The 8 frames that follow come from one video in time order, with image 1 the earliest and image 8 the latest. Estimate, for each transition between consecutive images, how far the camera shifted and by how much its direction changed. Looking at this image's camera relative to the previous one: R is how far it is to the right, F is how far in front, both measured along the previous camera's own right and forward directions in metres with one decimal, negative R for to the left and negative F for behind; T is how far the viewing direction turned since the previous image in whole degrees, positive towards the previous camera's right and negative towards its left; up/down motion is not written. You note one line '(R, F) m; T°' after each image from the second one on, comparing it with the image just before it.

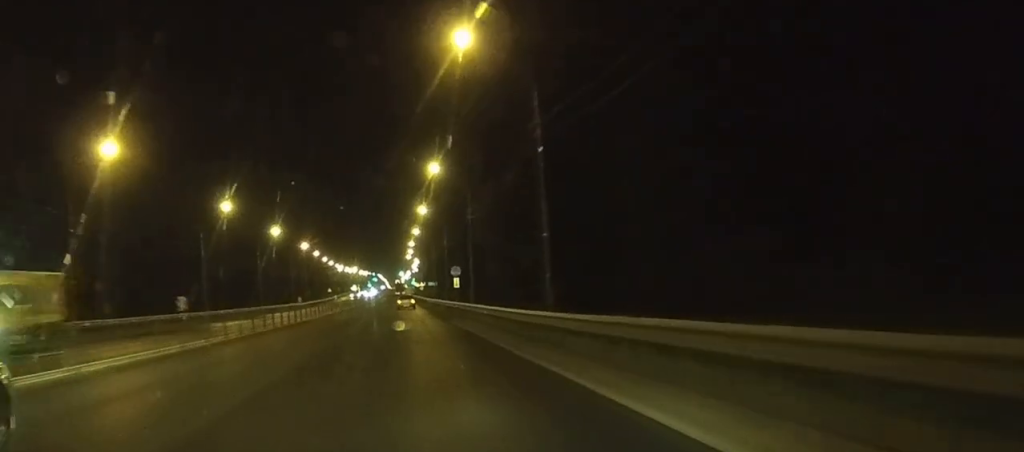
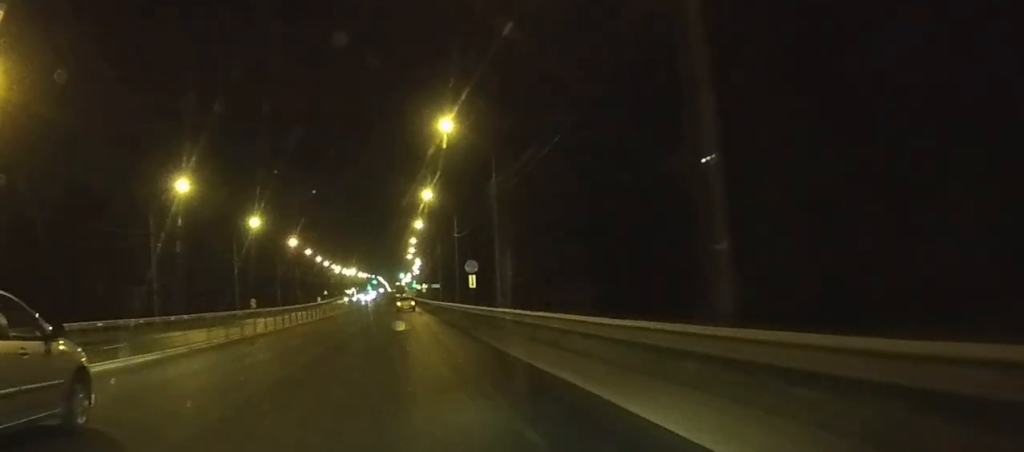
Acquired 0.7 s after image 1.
(0.0, +17.5) m; 0°
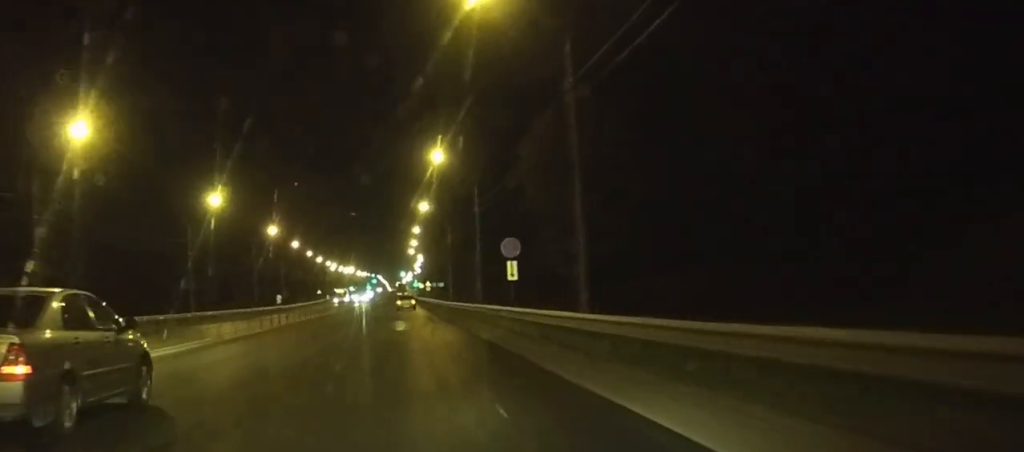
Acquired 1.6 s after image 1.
(0.0, +22.6) m; 0°
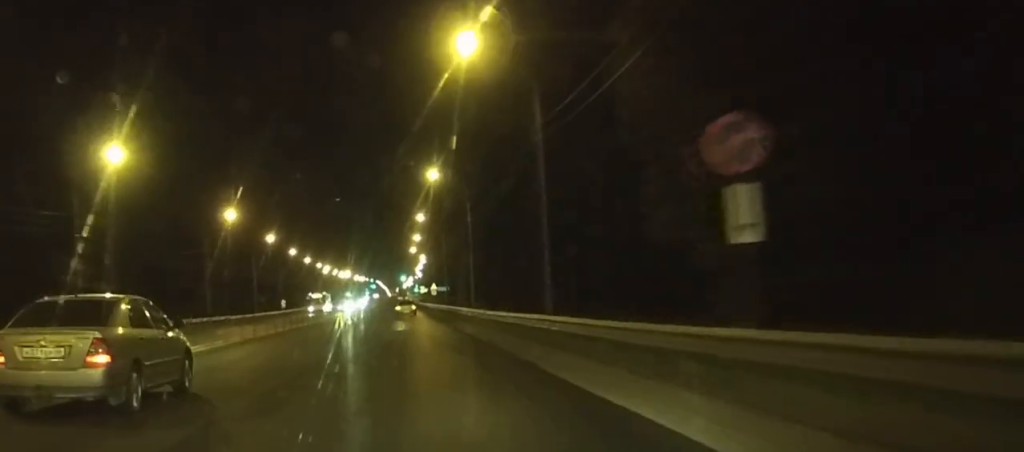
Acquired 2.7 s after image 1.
(-0.2, +28.4) m; 0°
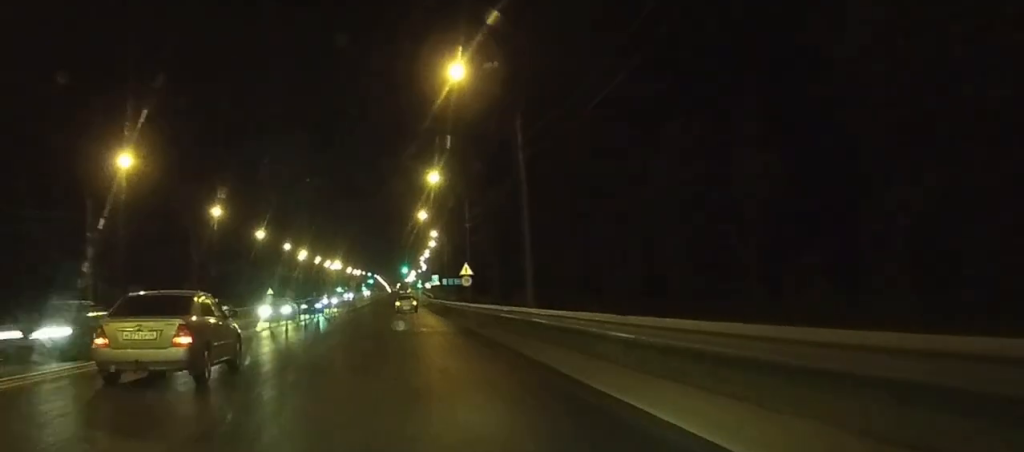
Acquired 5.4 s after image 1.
(-0.2, +64.7) m; 0°
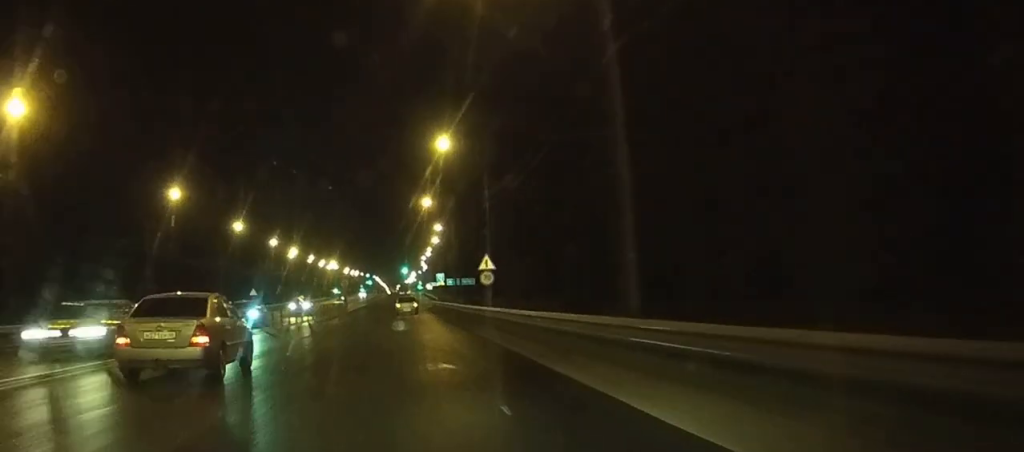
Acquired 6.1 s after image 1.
(0.0, +16.7) m; 0°
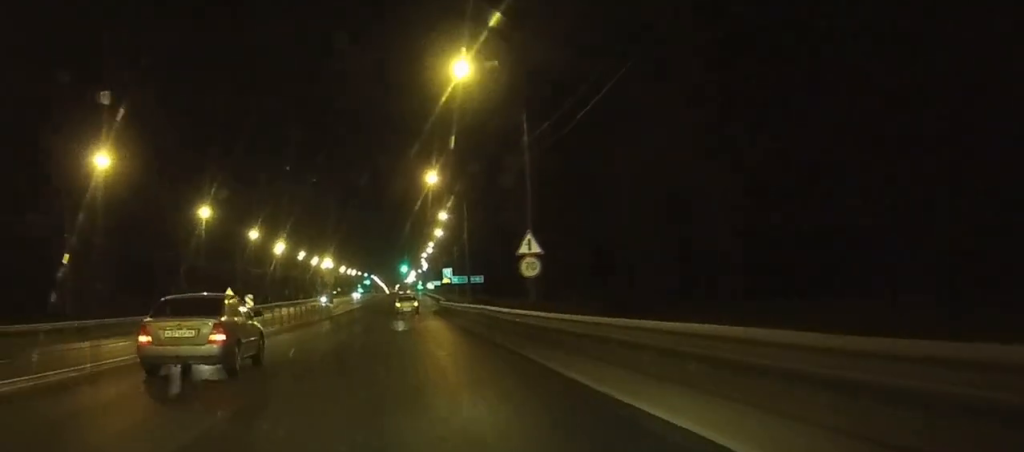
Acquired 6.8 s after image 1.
(0.0, +18.0) m; 0°
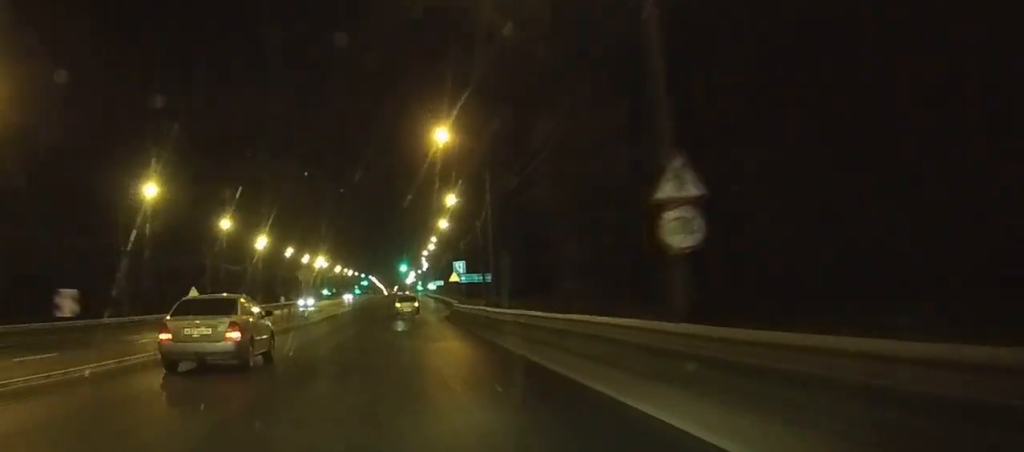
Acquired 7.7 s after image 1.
(0.0, +19.3) m; 0°
